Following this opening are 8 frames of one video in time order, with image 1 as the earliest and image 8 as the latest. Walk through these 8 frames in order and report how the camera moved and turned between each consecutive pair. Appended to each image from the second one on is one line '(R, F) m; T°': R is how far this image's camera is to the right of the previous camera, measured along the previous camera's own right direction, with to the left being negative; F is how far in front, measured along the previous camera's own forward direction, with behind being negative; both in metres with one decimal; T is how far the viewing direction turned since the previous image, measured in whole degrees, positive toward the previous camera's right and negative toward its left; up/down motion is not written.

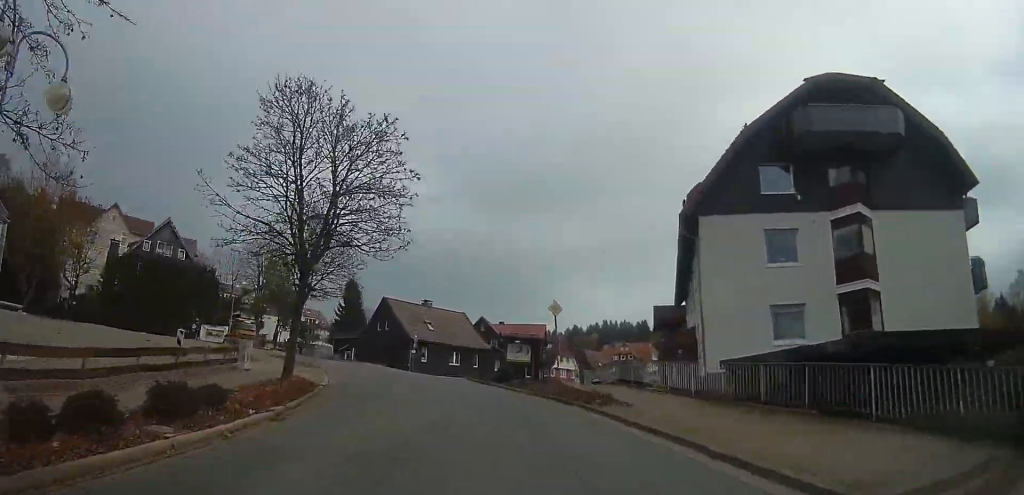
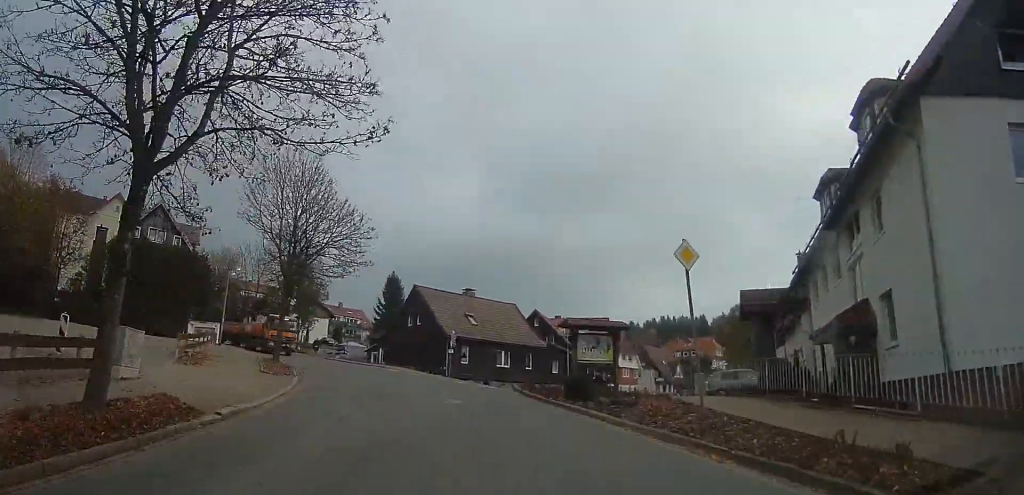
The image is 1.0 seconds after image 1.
(-0.1, +9.6) m; 0°
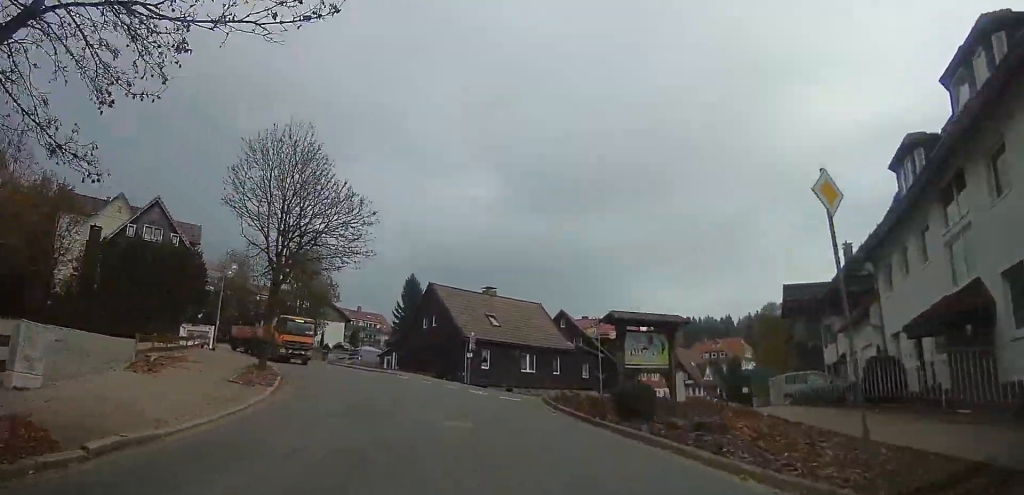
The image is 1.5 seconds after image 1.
(0.0, +3.9) m; 0°
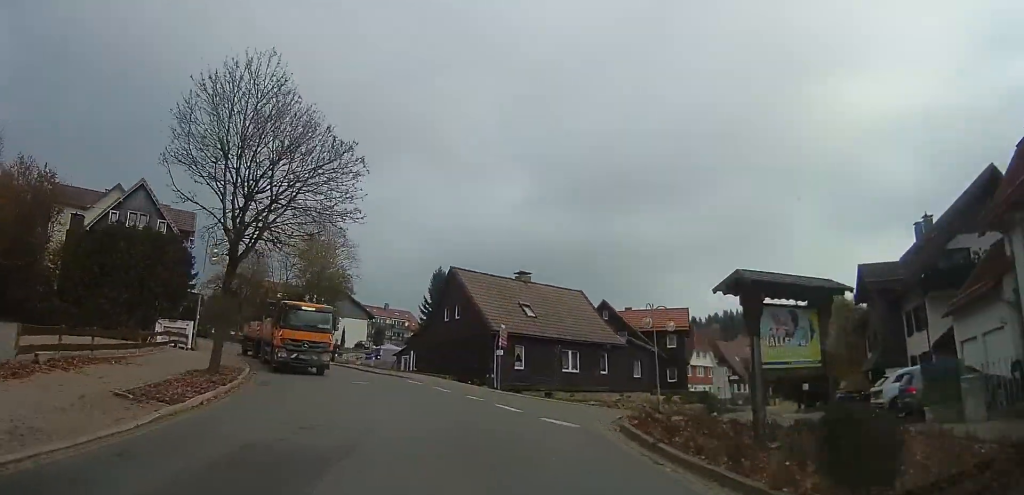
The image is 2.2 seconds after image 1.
(+0.2, +6.1) m; -4°
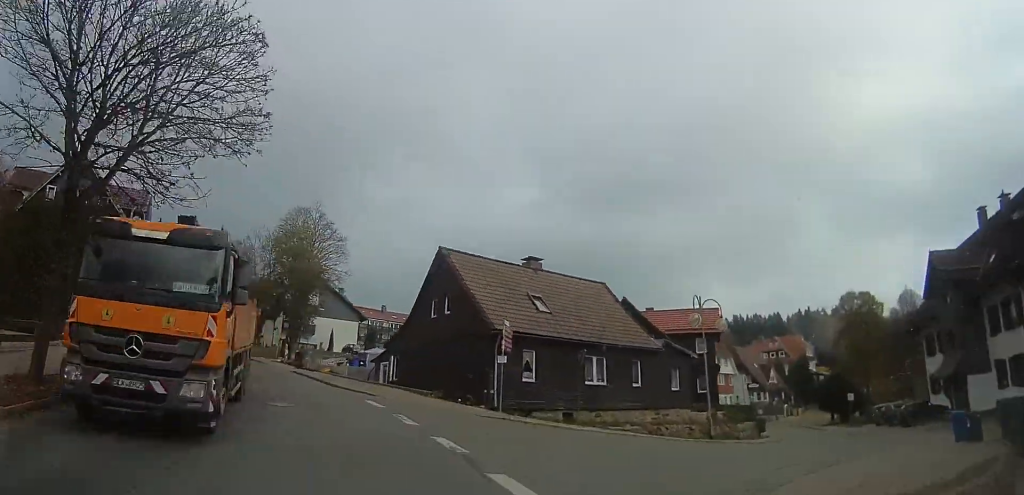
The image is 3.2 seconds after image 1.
(-0.8, +7.1) m; 0°
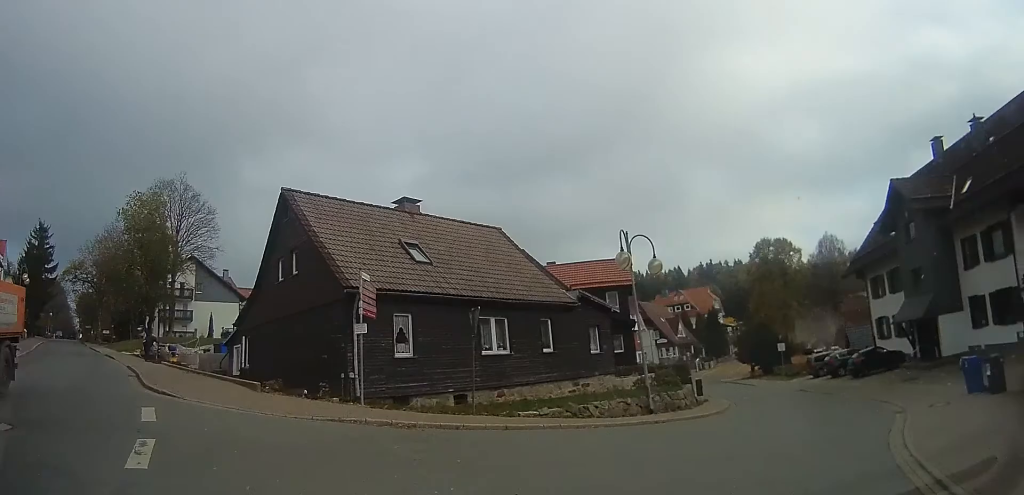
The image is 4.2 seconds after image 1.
(+0.8, +6.0) m; +9°
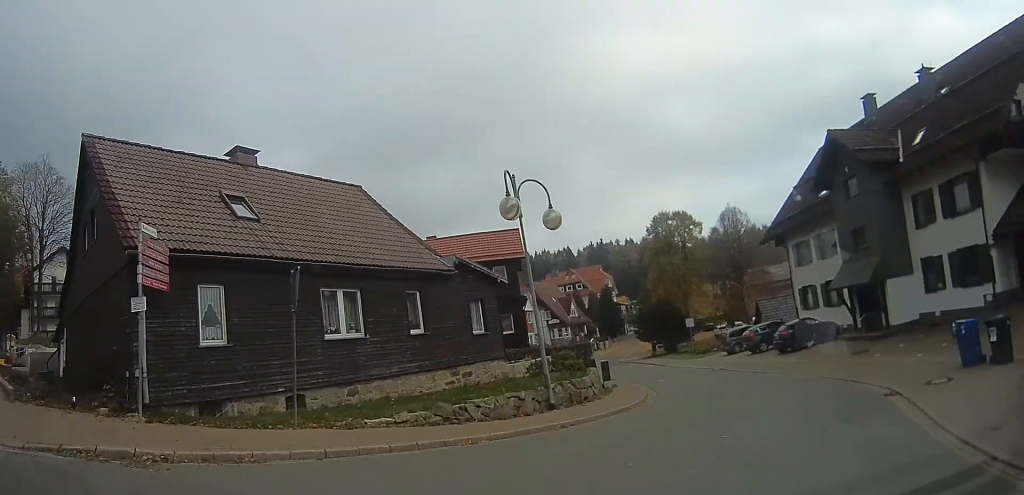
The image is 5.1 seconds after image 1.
(0.0, +4.5) m; +1°
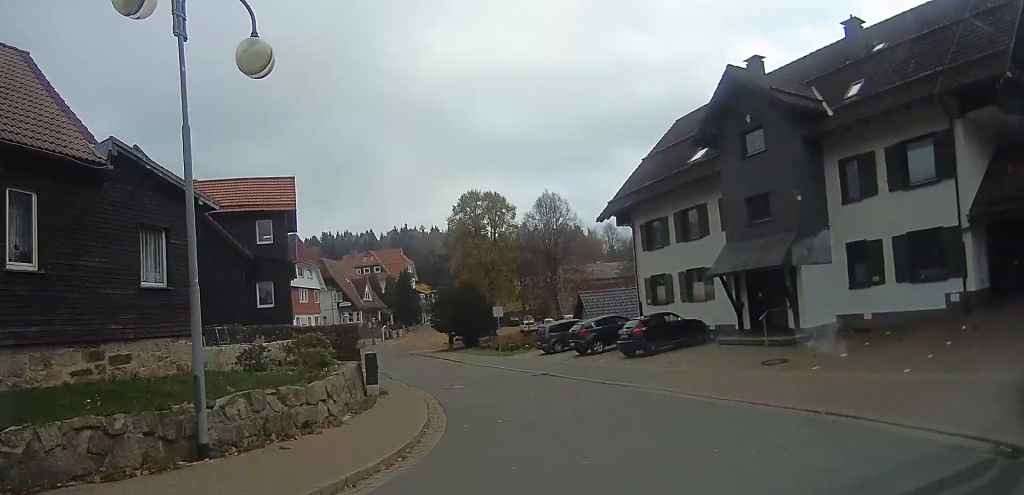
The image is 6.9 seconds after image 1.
(+1.7, +6.6) m; +43°
